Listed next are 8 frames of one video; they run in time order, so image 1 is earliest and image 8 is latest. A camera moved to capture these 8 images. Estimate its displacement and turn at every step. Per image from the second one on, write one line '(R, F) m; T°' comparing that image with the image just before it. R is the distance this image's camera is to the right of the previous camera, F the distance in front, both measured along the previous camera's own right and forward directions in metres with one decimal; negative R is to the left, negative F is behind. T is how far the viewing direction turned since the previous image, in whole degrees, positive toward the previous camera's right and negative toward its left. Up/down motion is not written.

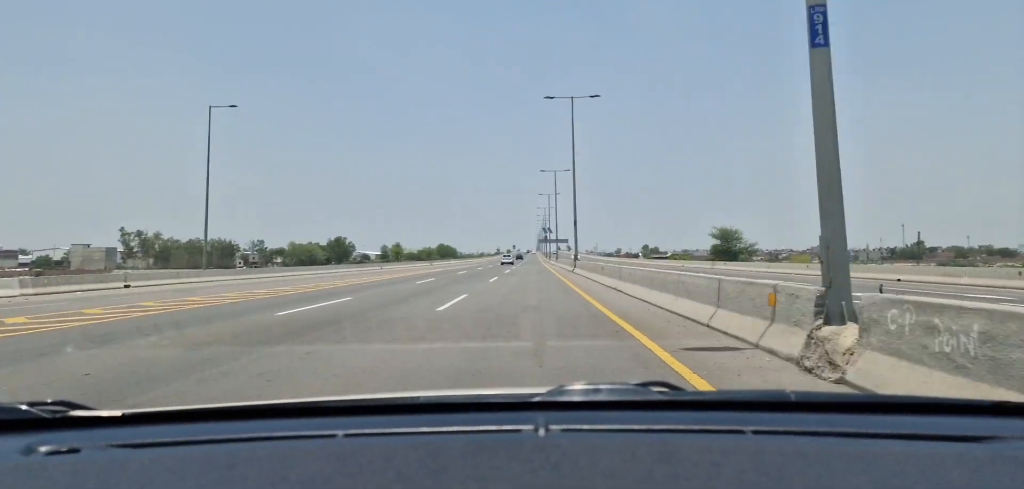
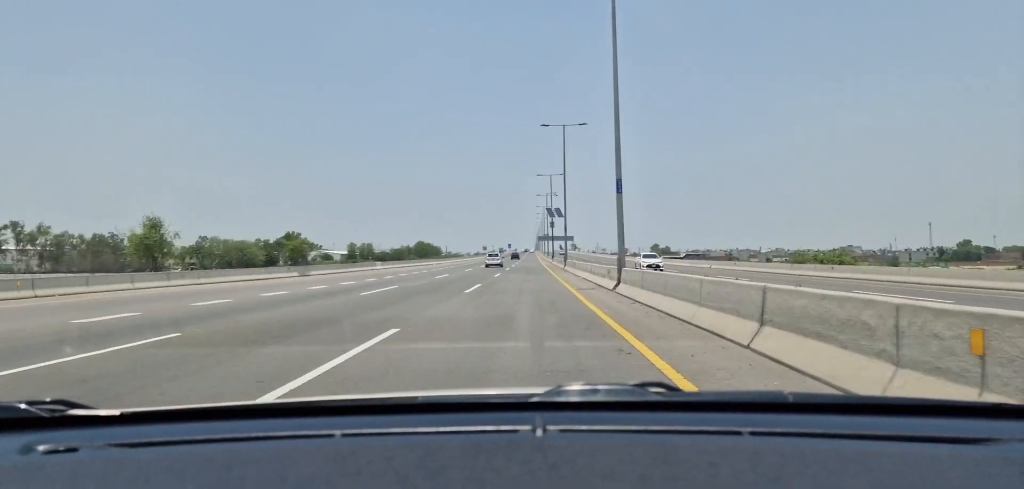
(-0.6, +65.2) m; 0°
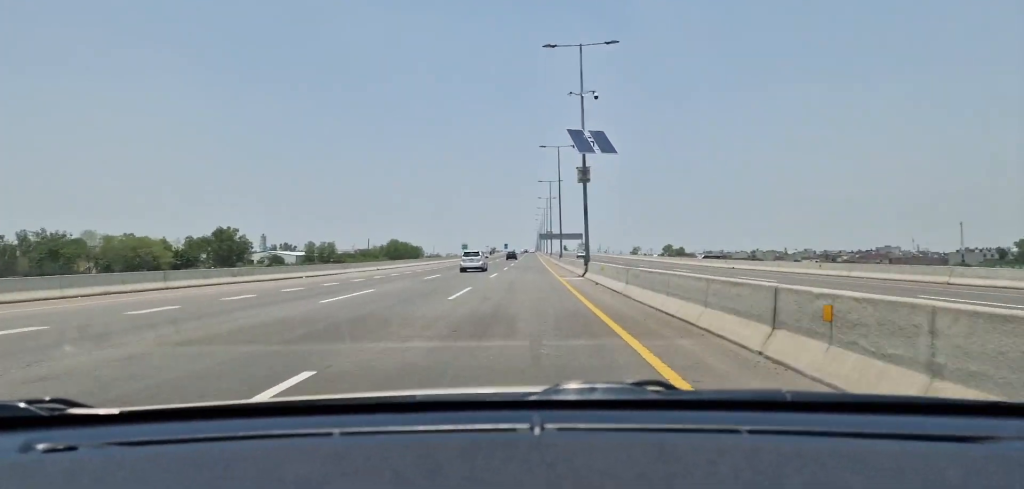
(+0.6, +57.5) m; 0°
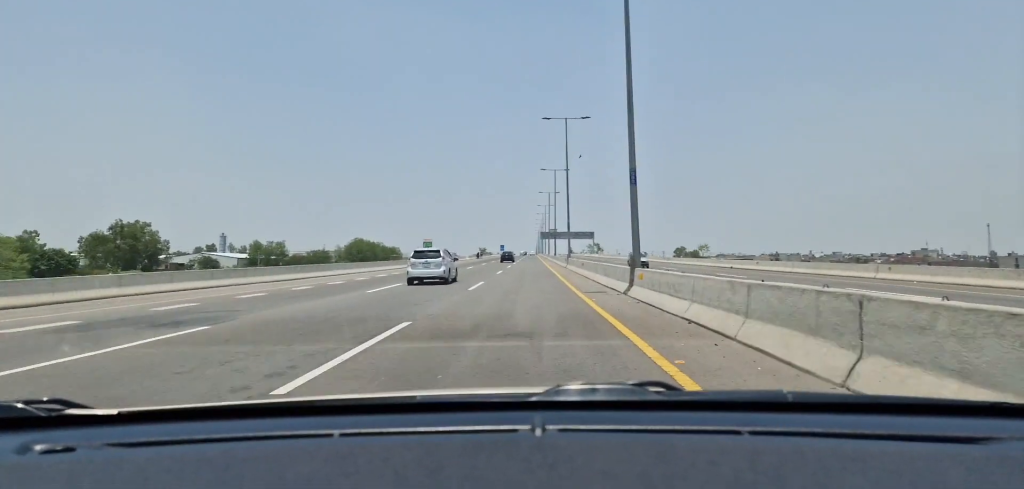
(-0.2, +49.1) m; 0°
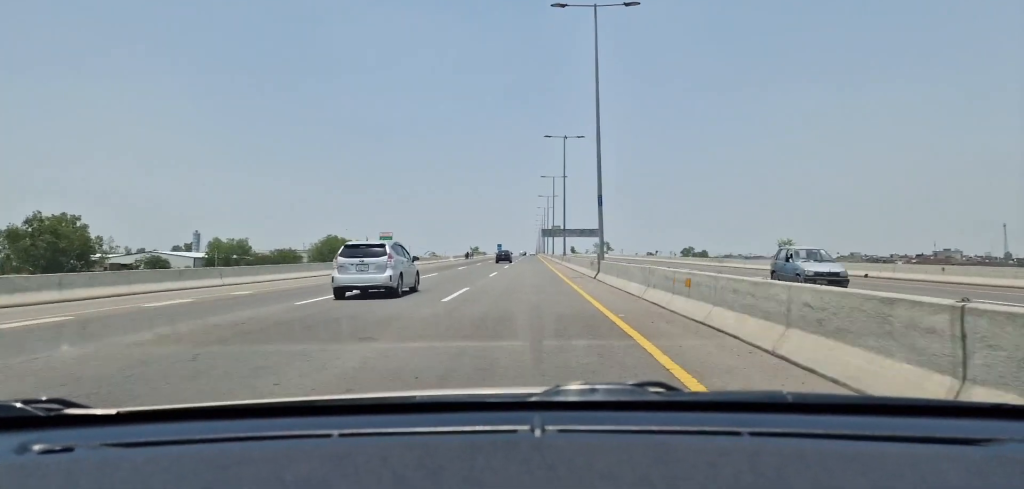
(-0.2, +25.2) m; 0°
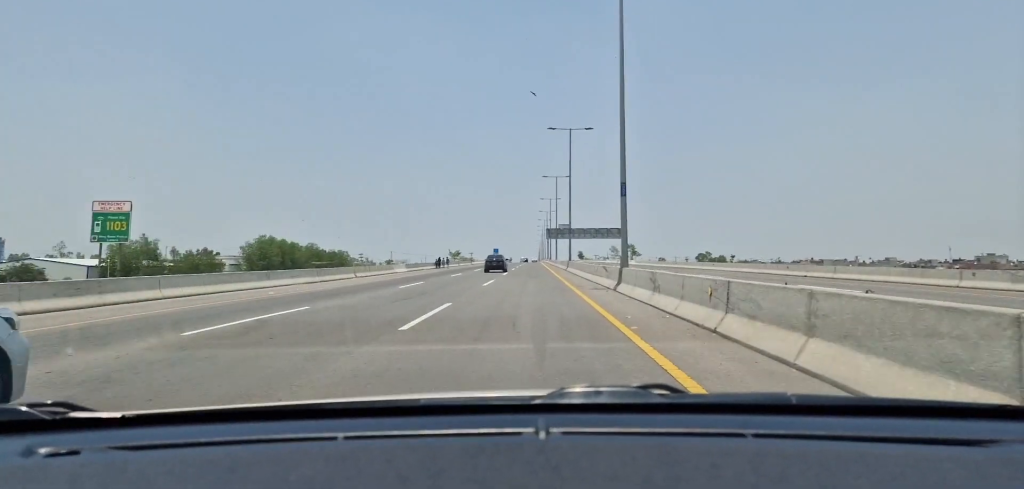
(+0.4, +42.2) m; 0°
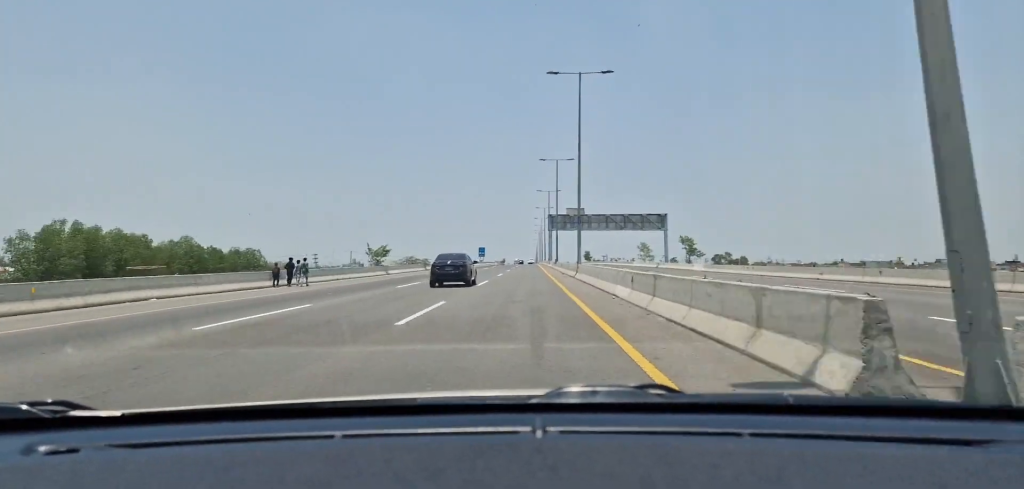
(-0.4, +52.4) m; -1°
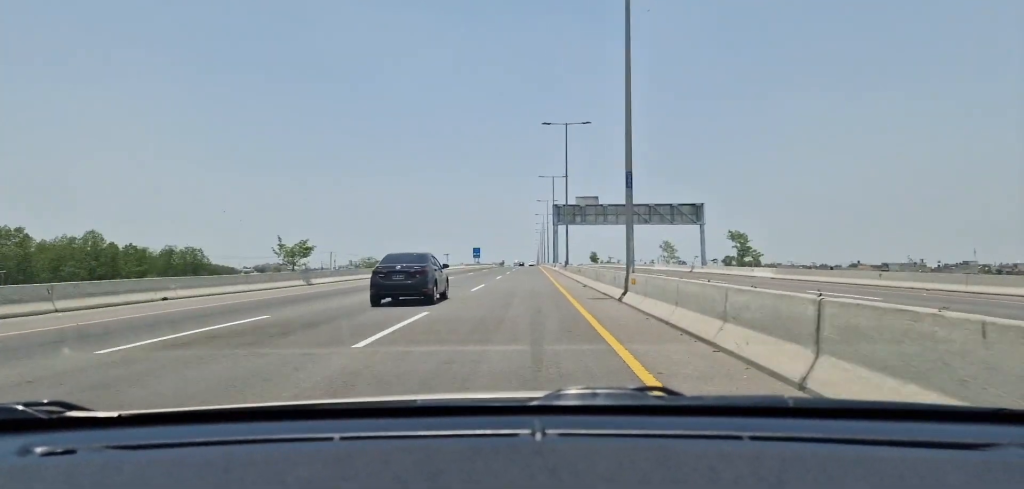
(0.0, +21.4) m; 0°
